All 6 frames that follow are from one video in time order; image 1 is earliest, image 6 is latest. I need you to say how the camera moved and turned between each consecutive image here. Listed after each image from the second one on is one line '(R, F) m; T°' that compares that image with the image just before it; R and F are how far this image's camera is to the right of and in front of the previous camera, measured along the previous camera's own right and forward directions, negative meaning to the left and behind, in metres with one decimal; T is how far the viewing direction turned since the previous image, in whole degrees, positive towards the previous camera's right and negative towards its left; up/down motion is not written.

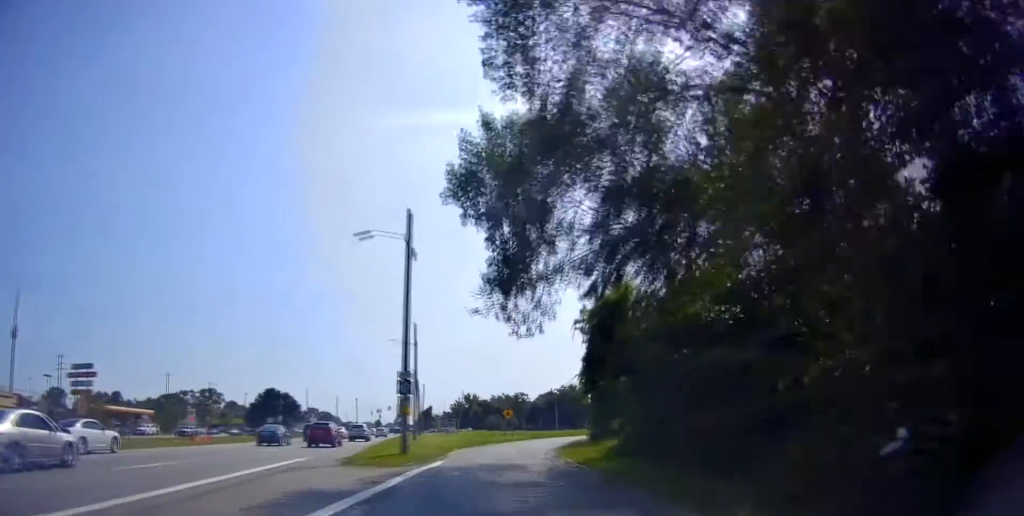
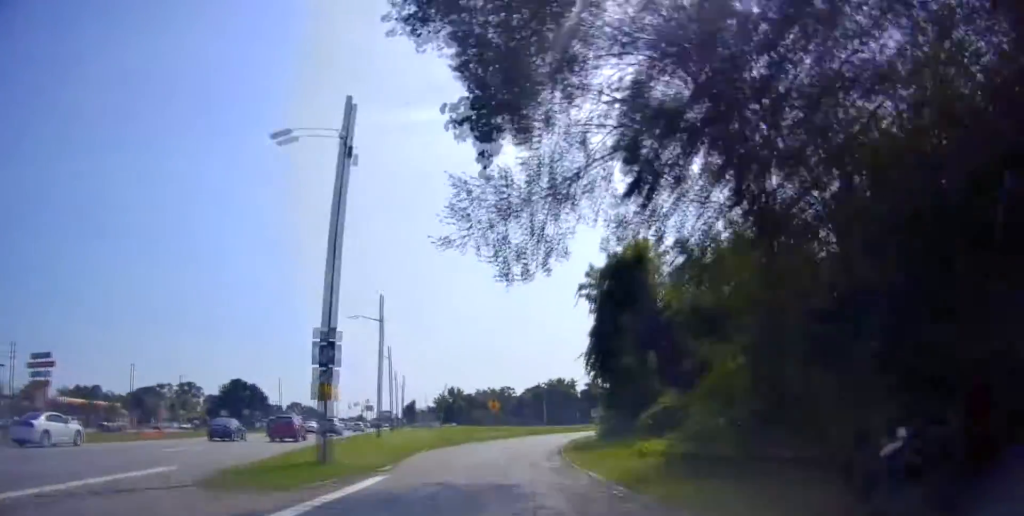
(+0.1, +9.6) m; +2°
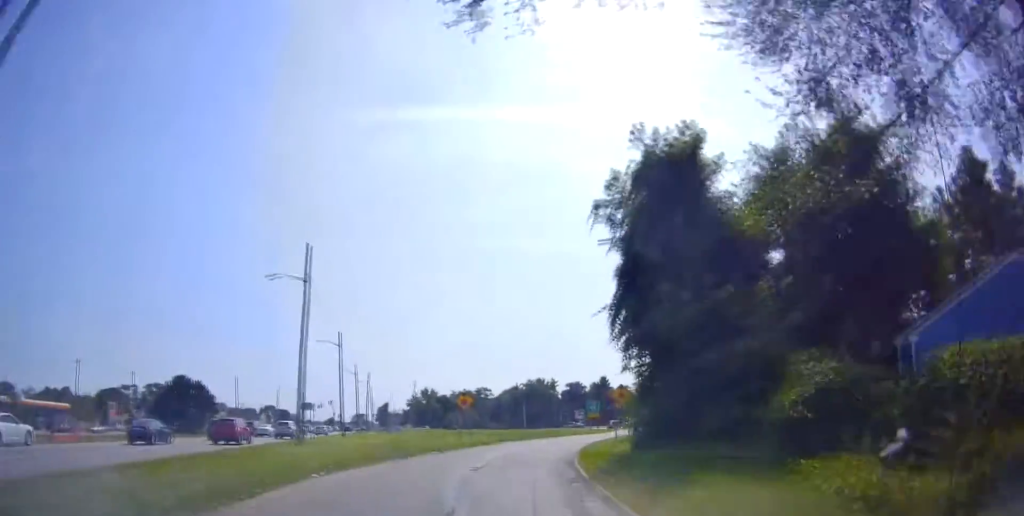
(+0.1, +12.6) m; +2°
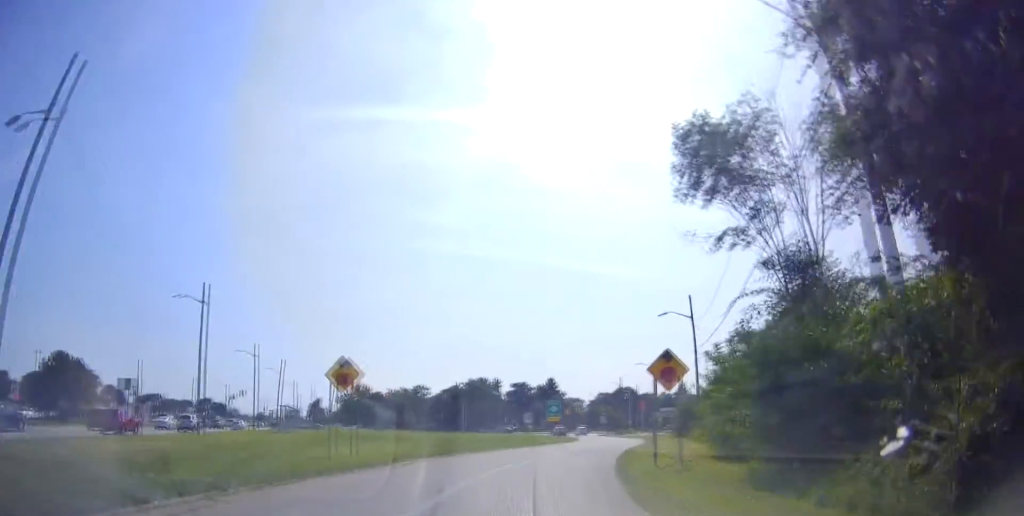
(+0.8, +20.1) m; +5°
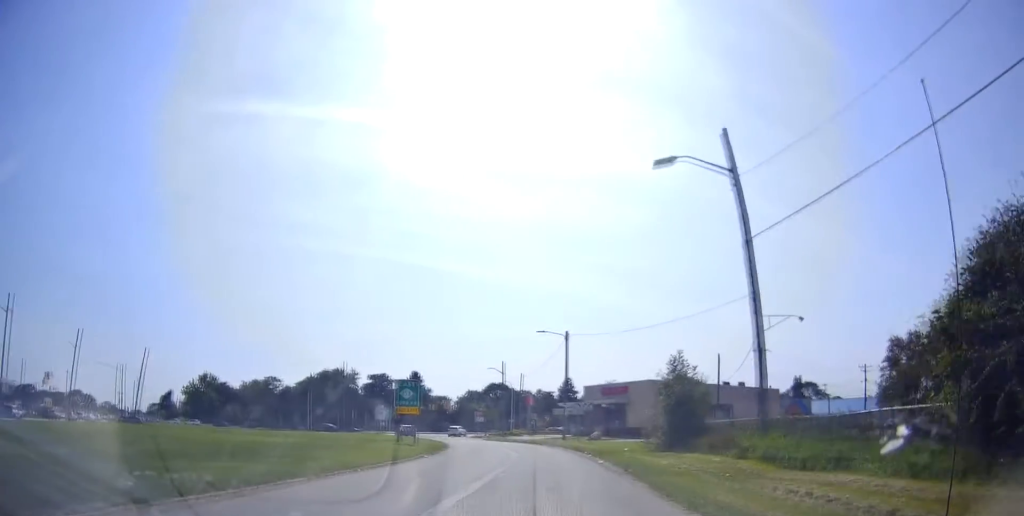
(+2.3, +27.4) m; +9°
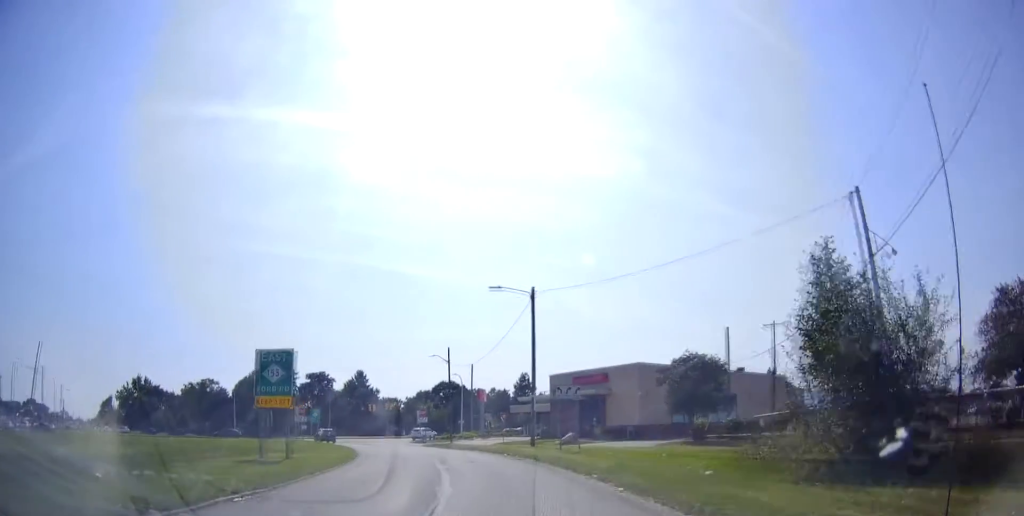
(+0.6, +16.2) m; +8°
